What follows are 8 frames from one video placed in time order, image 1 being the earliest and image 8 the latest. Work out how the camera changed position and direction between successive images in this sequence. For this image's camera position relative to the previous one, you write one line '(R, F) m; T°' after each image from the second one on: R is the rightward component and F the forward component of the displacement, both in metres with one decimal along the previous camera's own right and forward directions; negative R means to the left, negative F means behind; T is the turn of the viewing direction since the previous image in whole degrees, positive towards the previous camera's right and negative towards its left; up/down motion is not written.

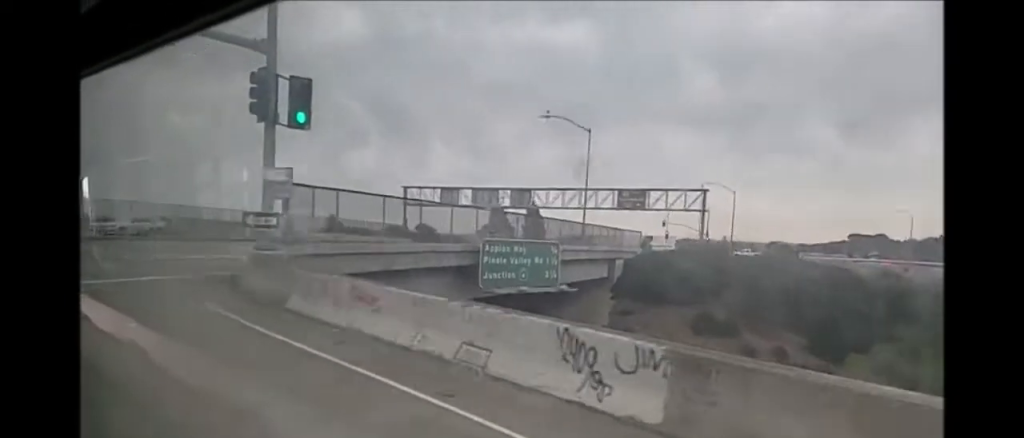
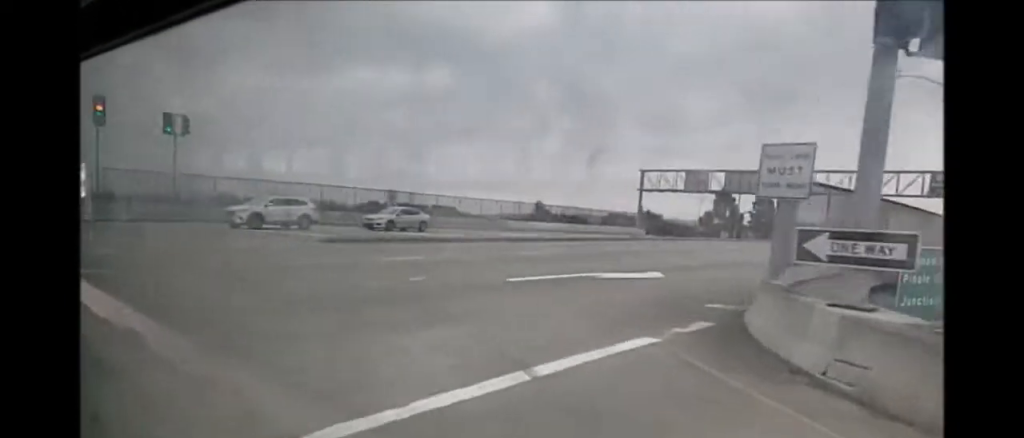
(-1.5, +10.1) m; -20°
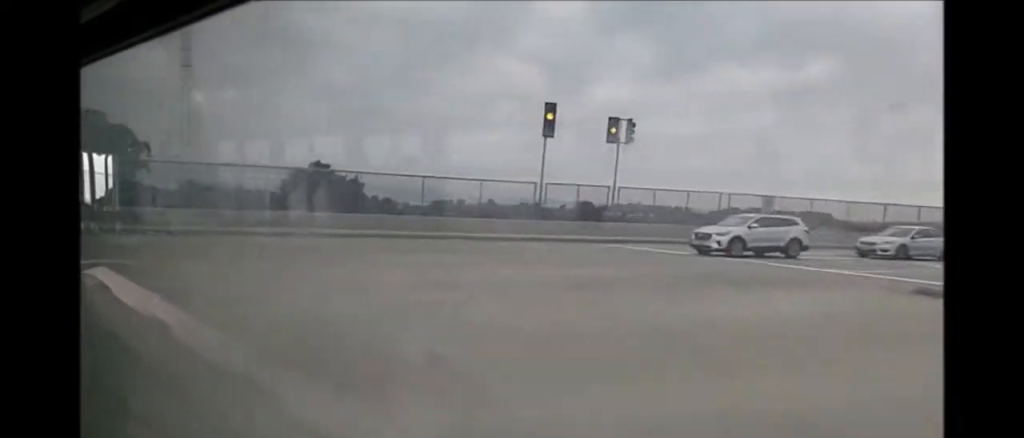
(-2.0, +8.8) m; -29°
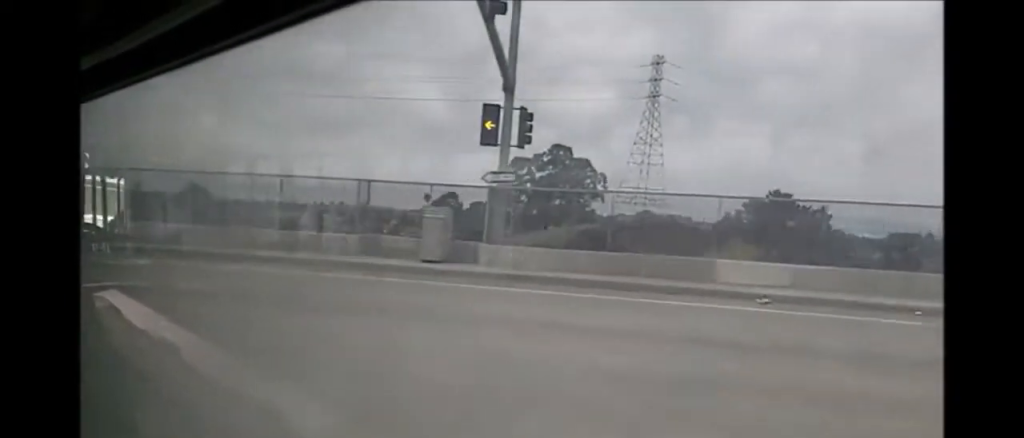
(-3.0, +10.2) m; -31°
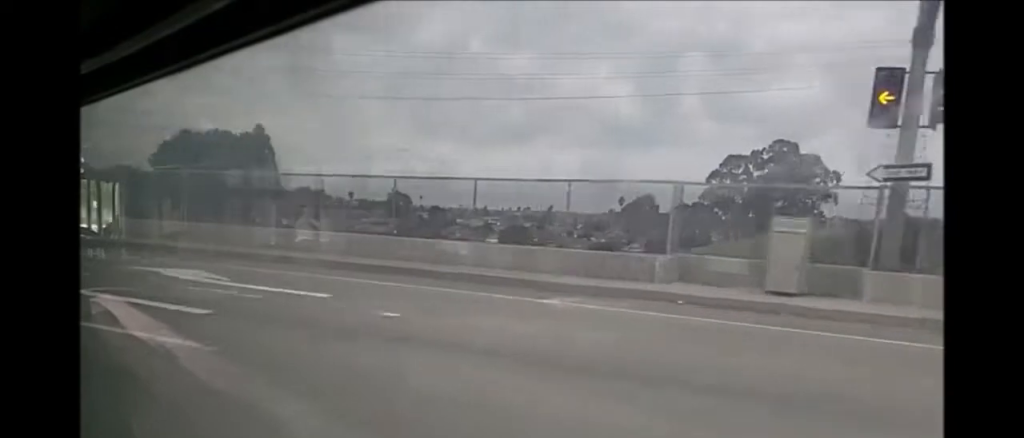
(-1.0, +6.8) m; -13°
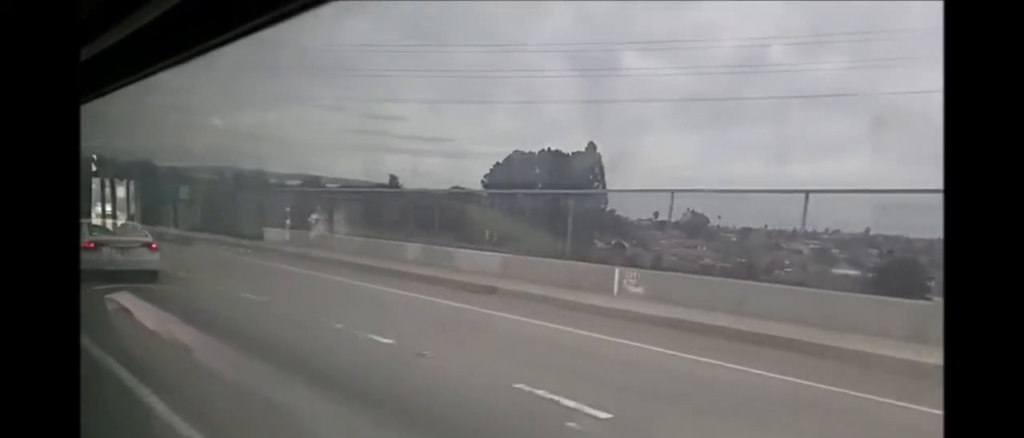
(-5.2, +22.4) m; -19°
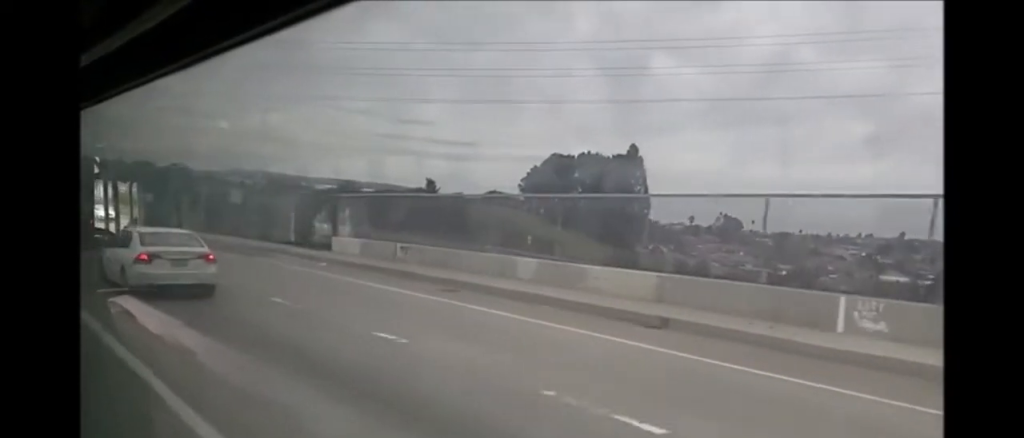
(-0.1, +4.9) m; -1°
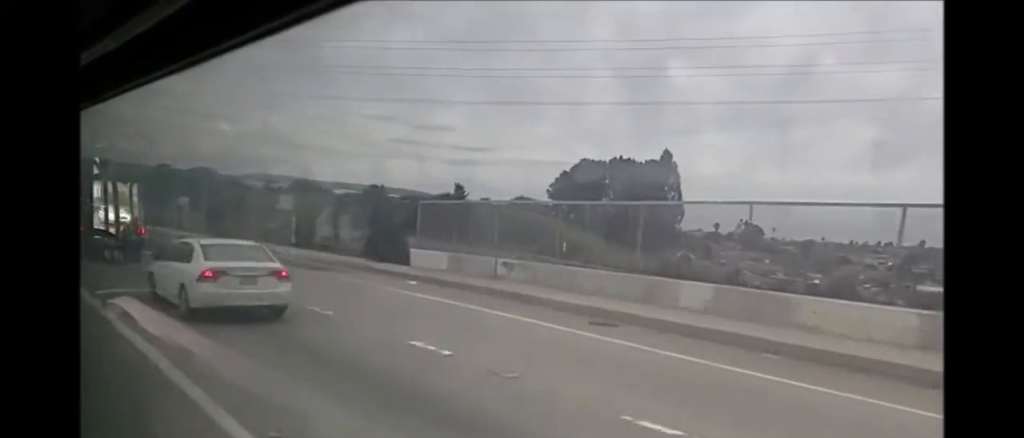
(0.0, +5.7) m; 0°
